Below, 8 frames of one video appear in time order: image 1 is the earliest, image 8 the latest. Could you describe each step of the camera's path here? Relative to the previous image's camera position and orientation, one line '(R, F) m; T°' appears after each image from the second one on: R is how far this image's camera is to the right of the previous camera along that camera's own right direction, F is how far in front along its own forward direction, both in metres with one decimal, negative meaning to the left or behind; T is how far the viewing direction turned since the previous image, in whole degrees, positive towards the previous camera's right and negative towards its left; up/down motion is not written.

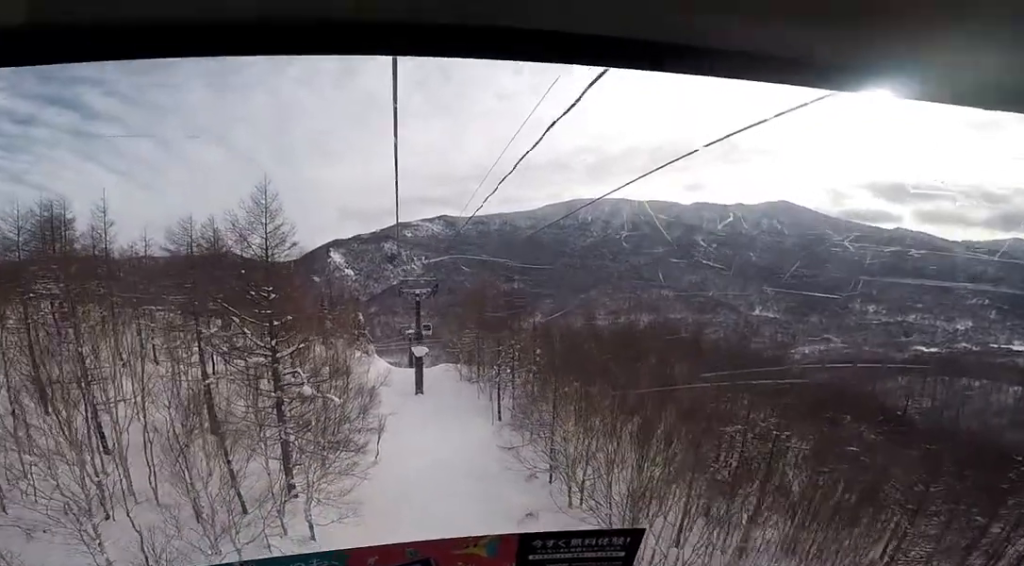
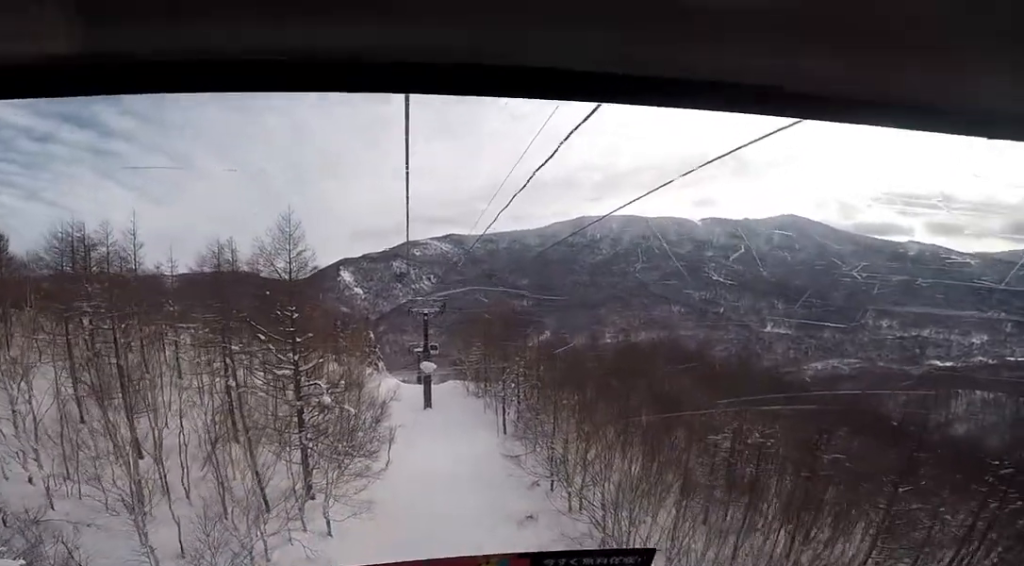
(0.0, +2.3) m; 0°
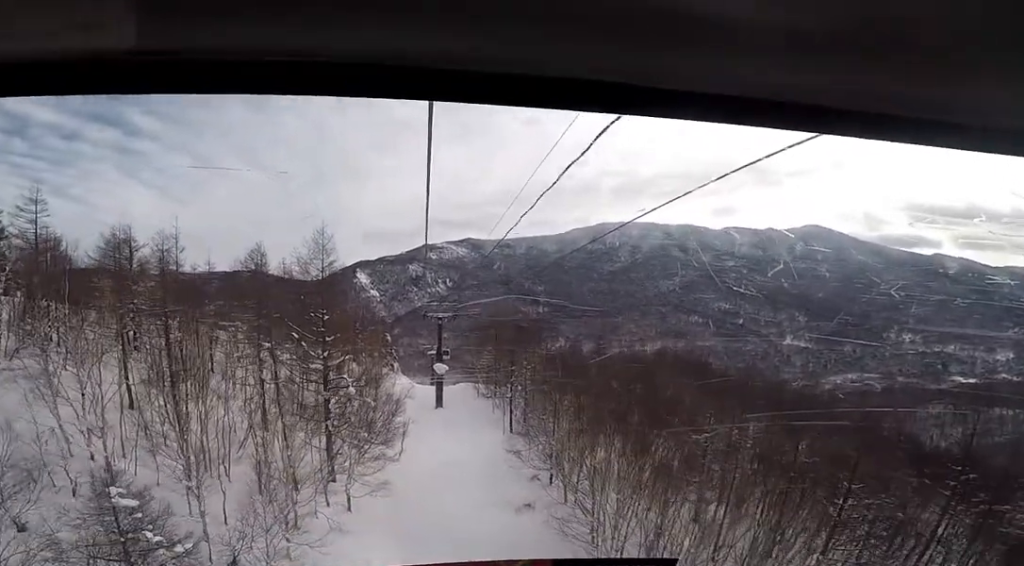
(0.0, +3.5) m; 0°
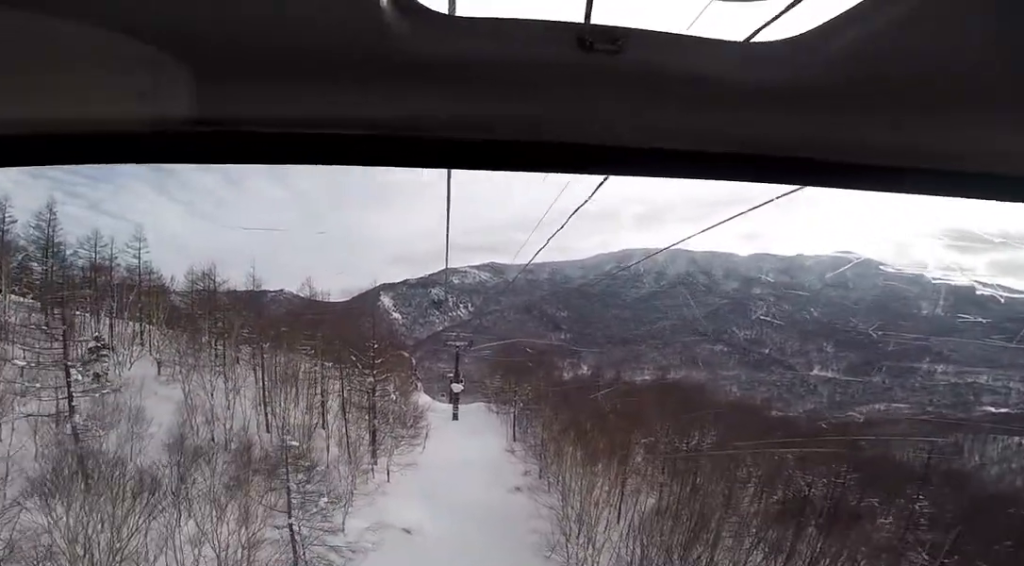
(0.0, +11.7) m; 0°
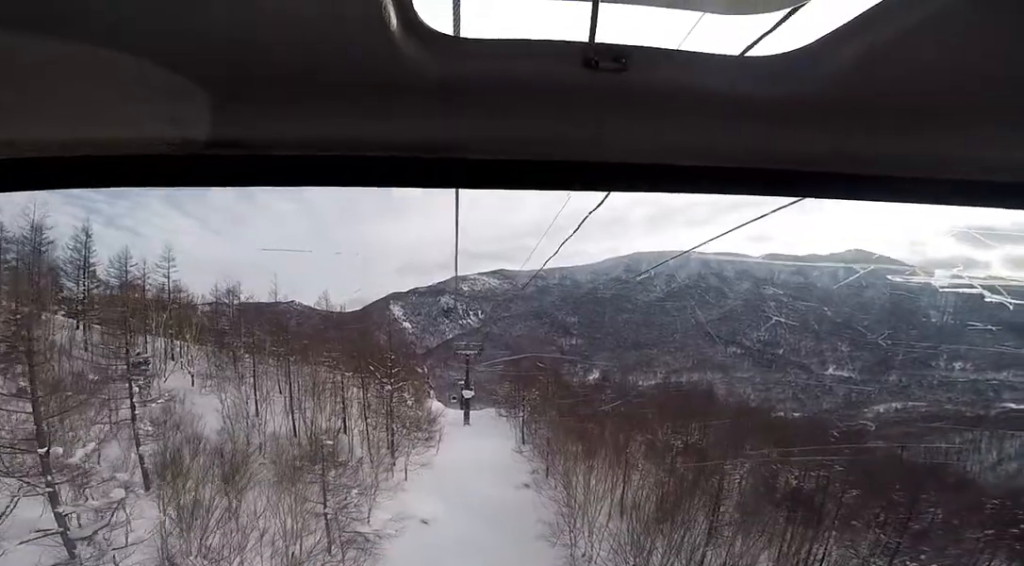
(0.0, +3.8) m; 0°
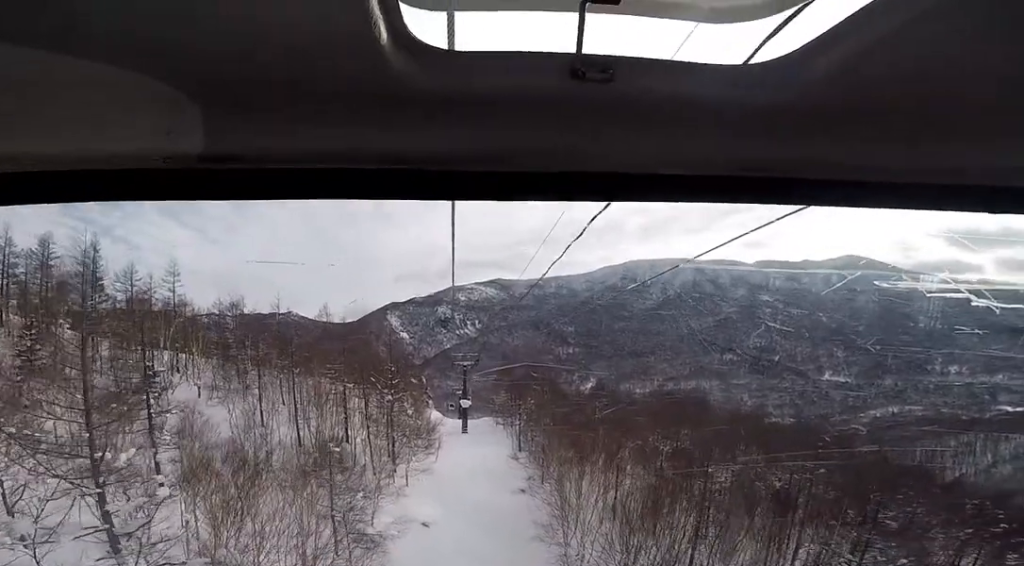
(0.0, +2.0) m; 0°
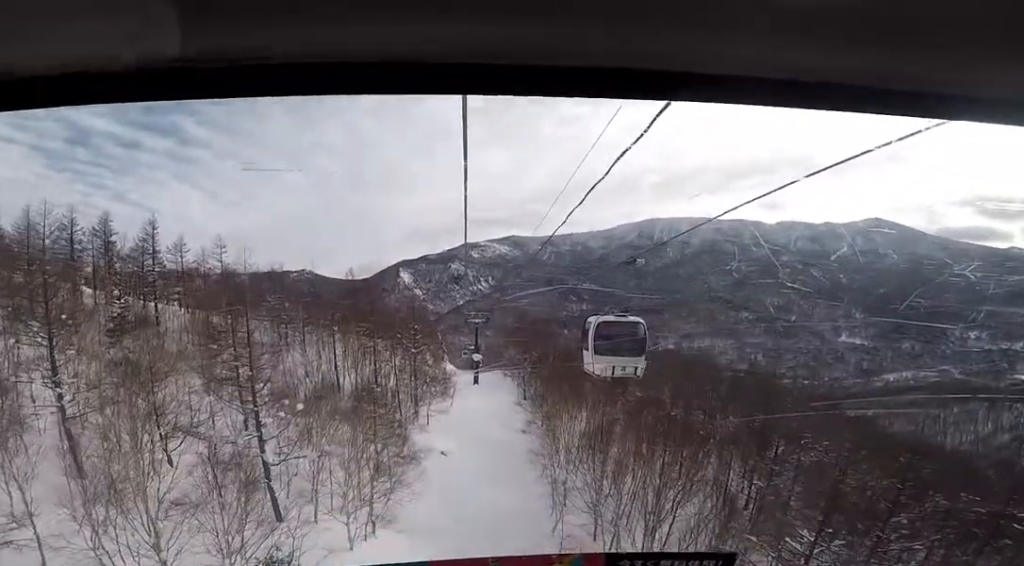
(0.0, +9.4) m; 0°
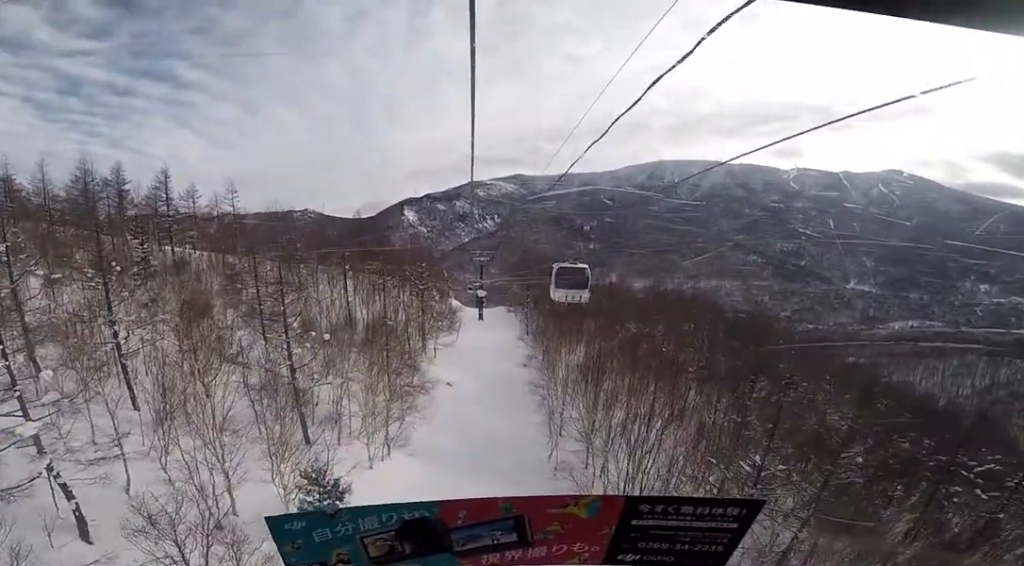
(0.0, +3.3) m; 0°
